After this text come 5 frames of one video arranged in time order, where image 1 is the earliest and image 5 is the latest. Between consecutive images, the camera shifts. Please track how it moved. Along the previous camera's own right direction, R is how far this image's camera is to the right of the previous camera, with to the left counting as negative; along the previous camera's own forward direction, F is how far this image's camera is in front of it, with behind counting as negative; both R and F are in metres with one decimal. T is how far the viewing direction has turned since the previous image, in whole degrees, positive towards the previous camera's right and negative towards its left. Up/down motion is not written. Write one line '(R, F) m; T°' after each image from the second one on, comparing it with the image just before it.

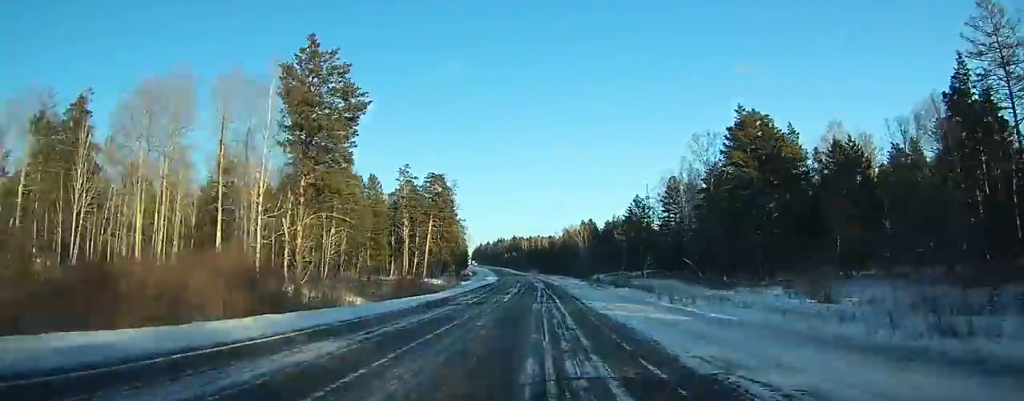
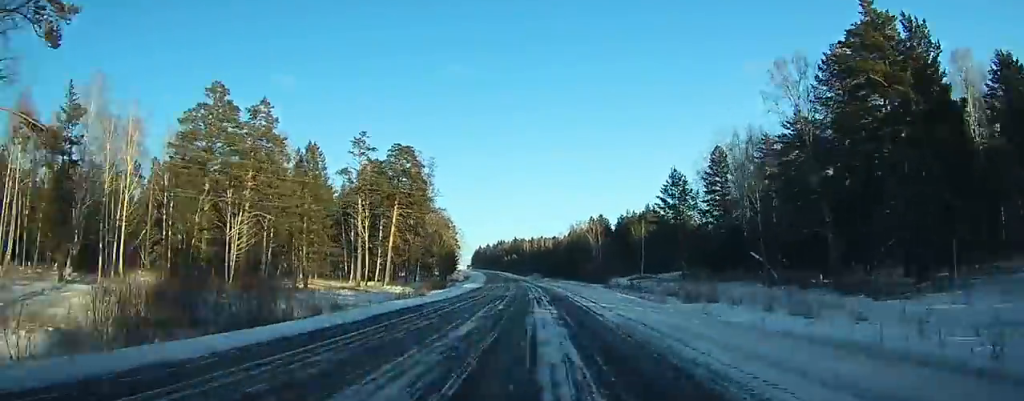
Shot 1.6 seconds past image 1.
(-0.1, +38.2) m; -1°
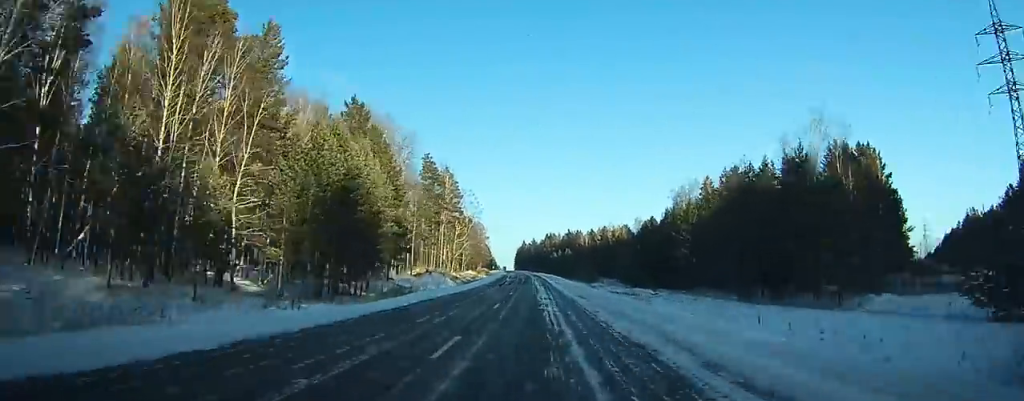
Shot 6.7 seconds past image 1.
(-4.7, +122.0) m; -4°
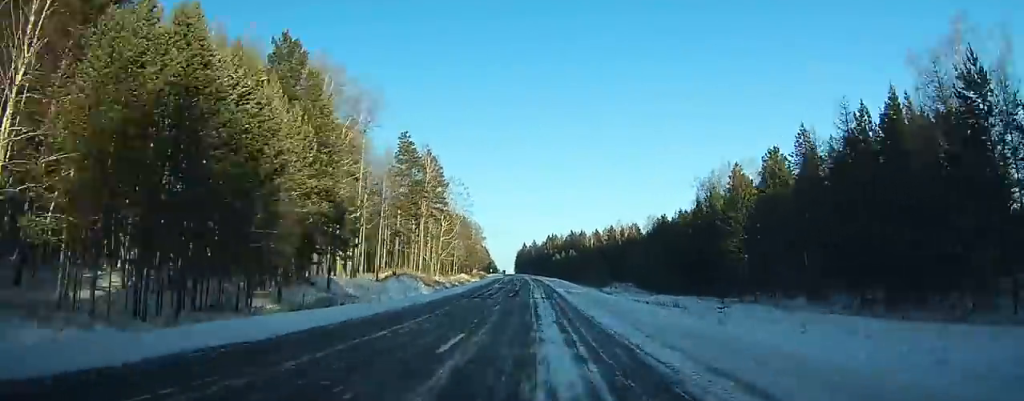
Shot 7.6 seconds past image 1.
(+0.1, +22.7) m; -1°
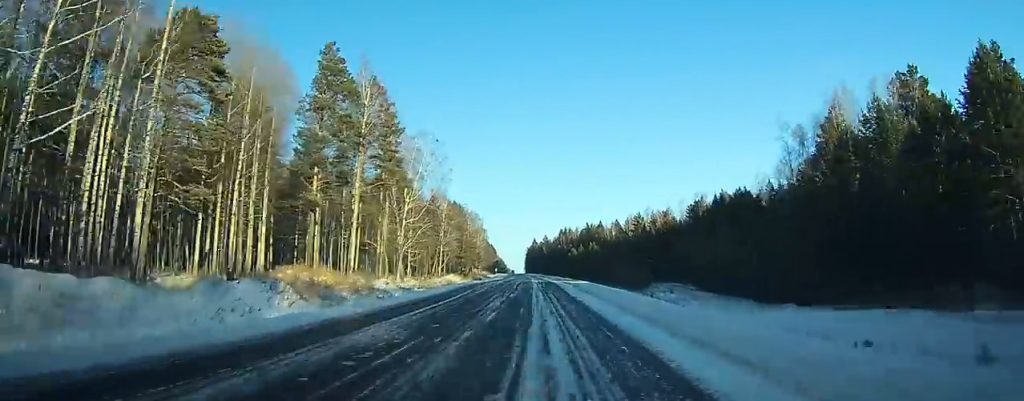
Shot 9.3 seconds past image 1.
(-0.7, +42.4) m; -2°
